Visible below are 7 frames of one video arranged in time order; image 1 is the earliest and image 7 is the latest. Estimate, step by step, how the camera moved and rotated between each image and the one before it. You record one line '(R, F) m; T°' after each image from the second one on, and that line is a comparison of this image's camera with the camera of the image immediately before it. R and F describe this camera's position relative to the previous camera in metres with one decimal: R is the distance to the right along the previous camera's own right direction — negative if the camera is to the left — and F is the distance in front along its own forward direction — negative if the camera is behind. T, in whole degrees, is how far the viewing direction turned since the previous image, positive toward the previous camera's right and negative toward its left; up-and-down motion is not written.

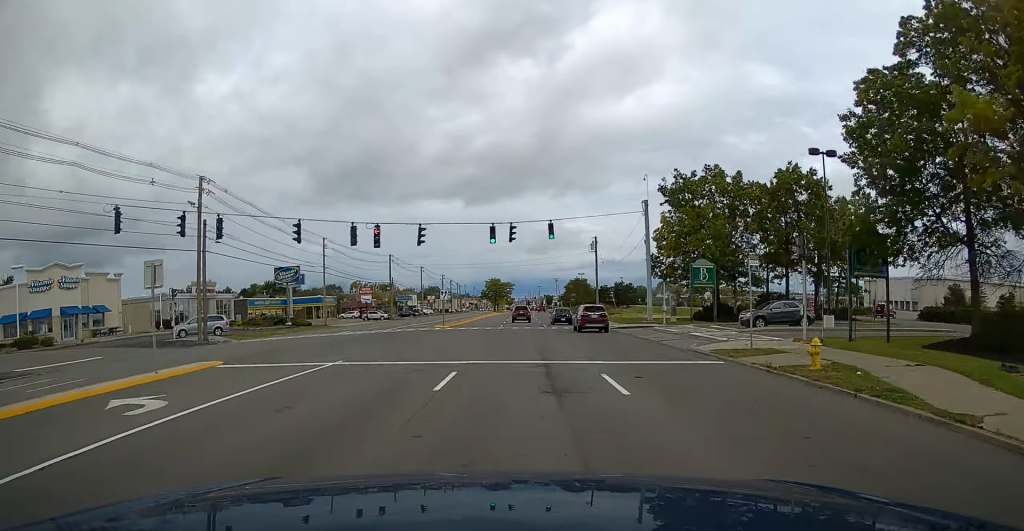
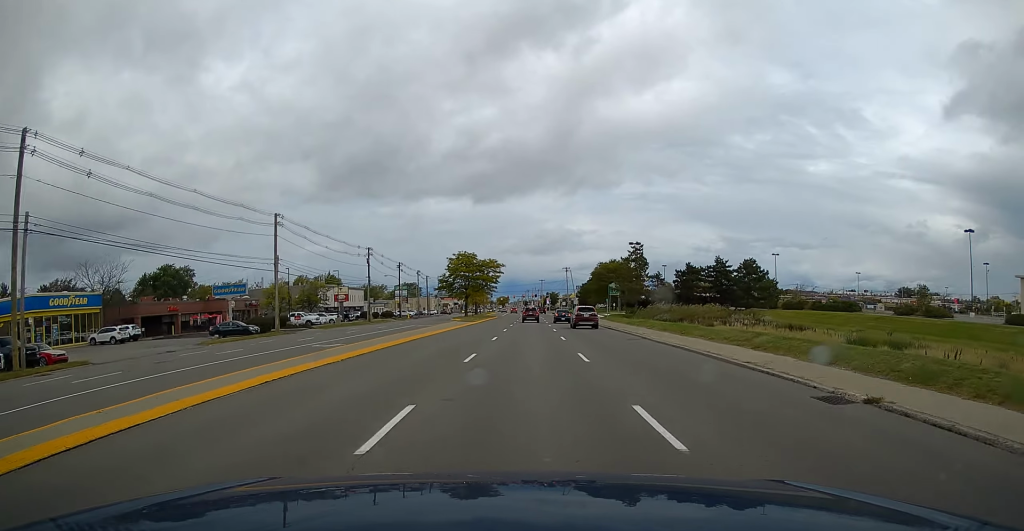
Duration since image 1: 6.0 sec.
(0.0, +92.8) m; 0°
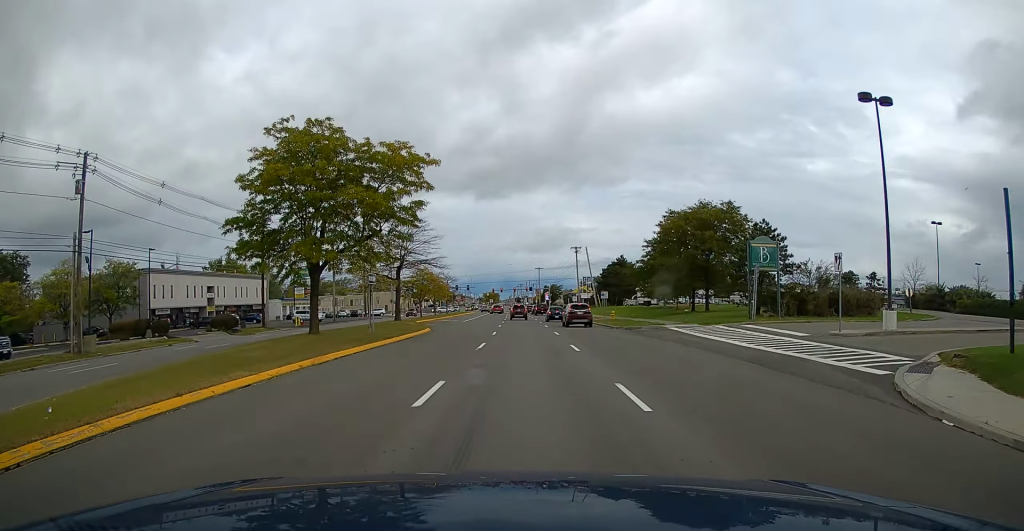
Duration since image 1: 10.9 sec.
(+1.1, +69.3) m; +1°
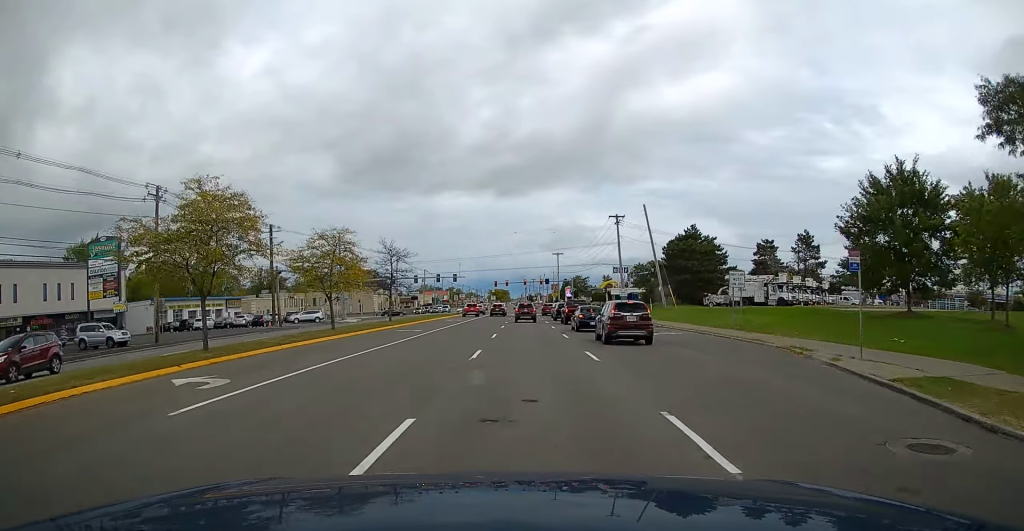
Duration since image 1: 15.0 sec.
(-0.3, +49.3) m; -1°
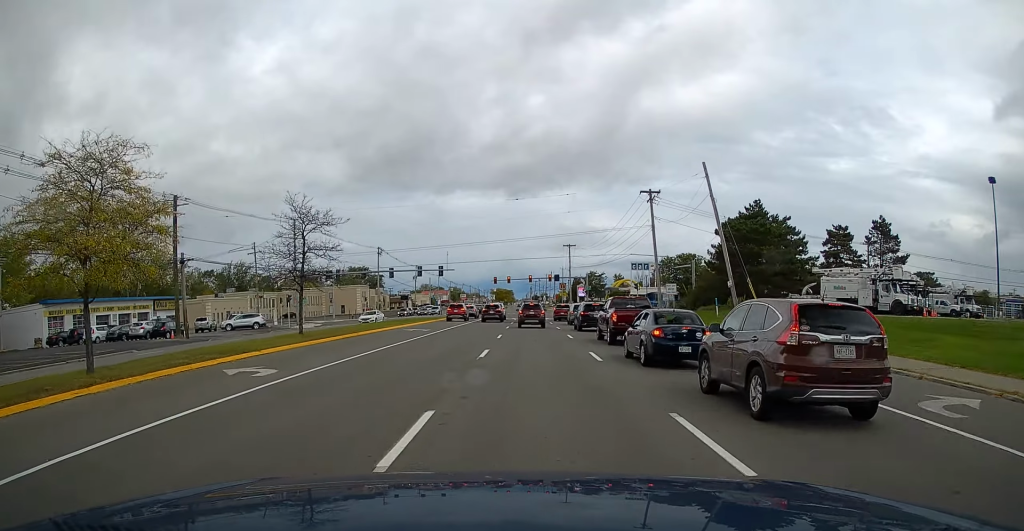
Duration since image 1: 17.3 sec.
(-0.2, +21.1) m; -1°
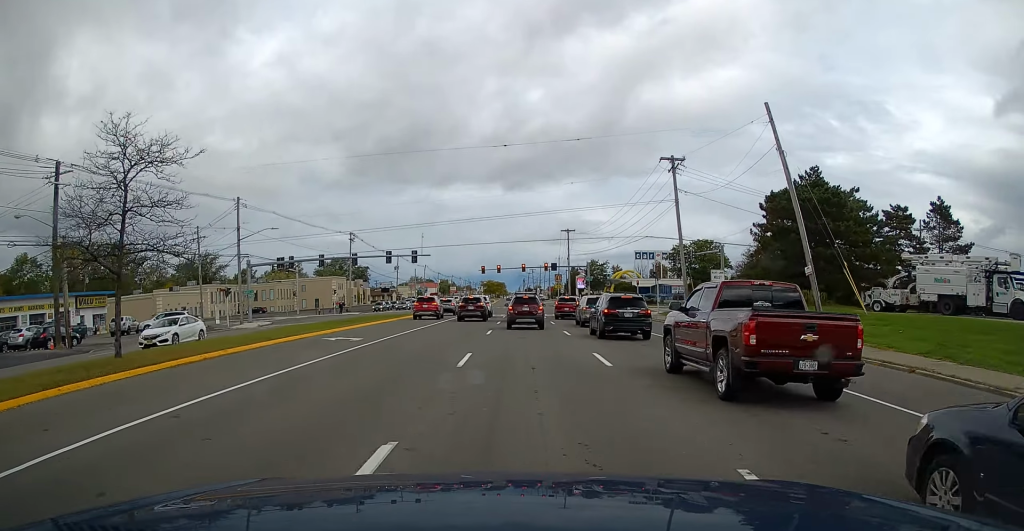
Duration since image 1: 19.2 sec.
(-0.1, +14.3) m; 0°
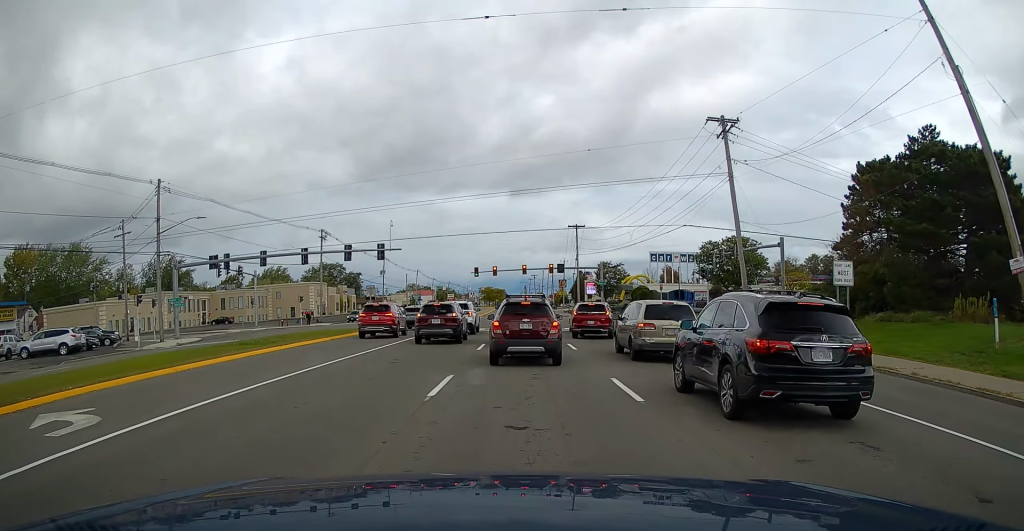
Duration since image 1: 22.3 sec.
(0.0, +16.4) m; 0°
